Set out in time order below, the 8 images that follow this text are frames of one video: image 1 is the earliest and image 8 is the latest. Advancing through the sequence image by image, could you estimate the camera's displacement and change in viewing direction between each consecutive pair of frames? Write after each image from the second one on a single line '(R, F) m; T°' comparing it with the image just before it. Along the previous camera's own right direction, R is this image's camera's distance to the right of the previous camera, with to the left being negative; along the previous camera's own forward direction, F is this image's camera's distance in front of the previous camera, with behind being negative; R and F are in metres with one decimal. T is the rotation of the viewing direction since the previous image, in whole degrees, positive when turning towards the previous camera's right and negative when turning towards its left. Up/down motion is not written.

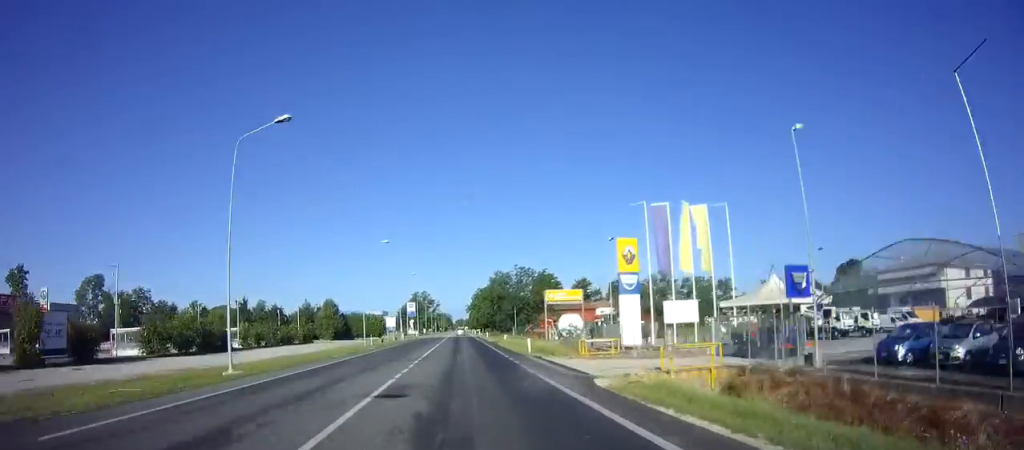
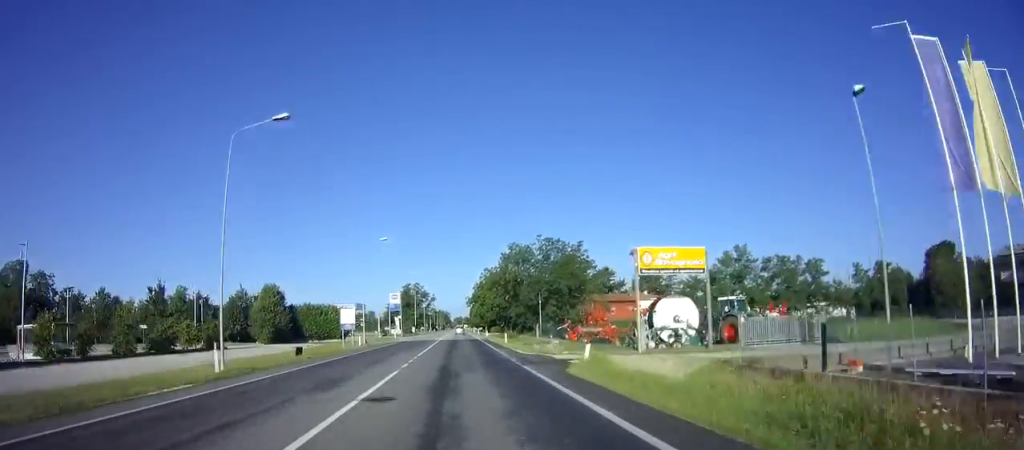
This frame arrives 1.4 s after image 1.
(+0.3, +31.1) m; +1°
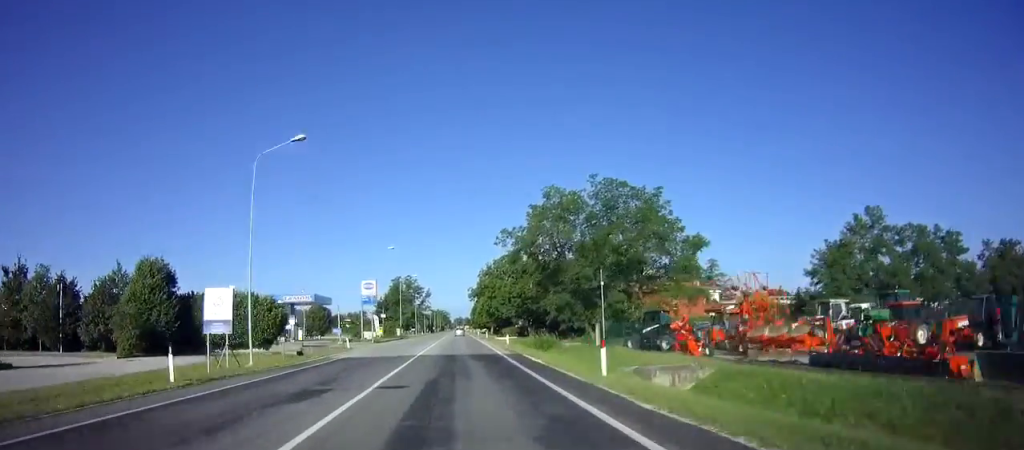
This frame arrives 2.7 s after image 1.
(-0.4, +29.4) m; -1°
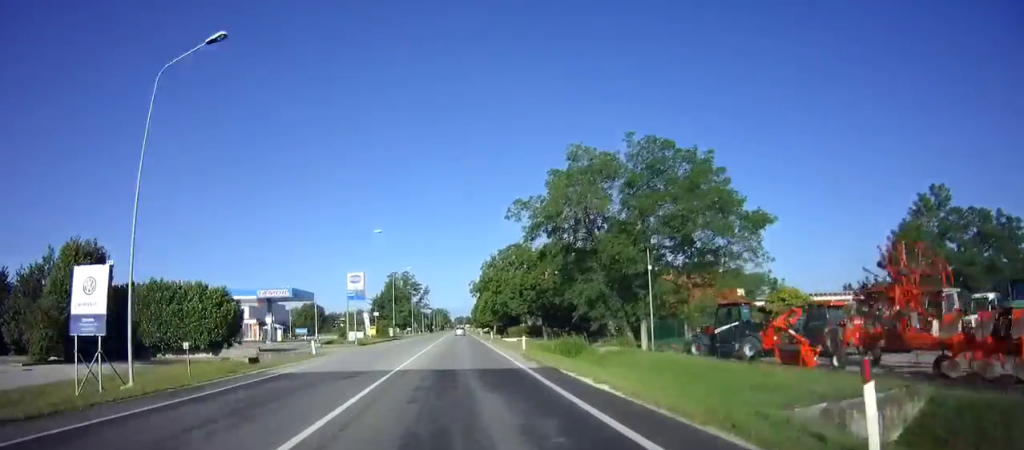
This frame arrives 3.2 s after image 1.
(-0.2, +9.5) m; 0°
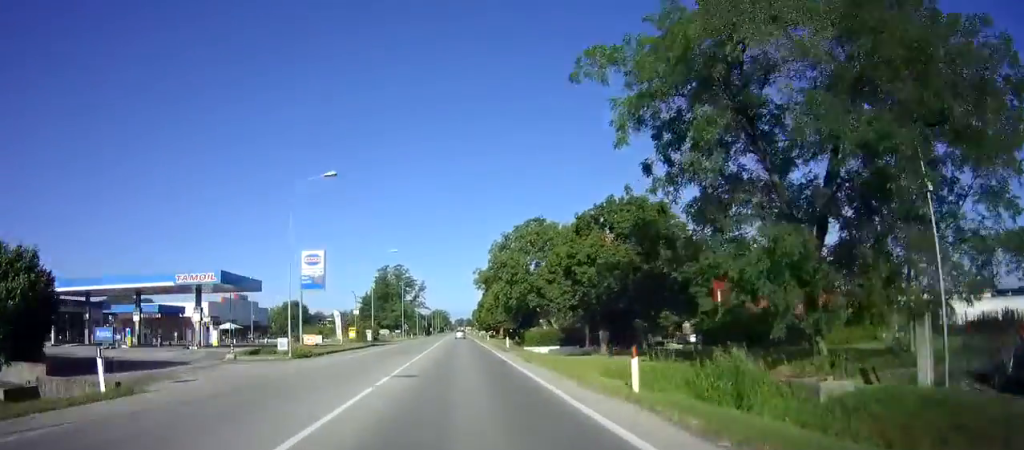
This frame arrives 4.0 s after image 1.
(+0.2, +18.8) m; +1°
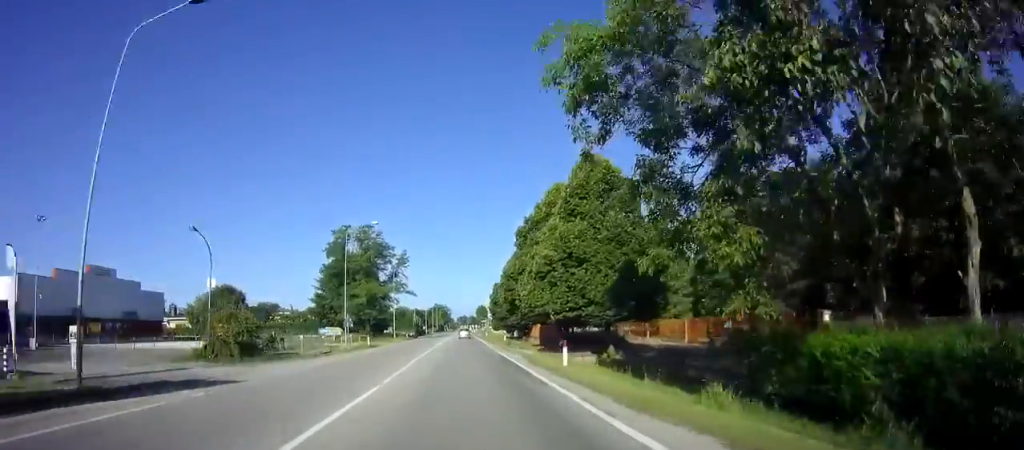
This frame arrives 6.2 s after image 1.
(+0.1, +46.4) m; -1°
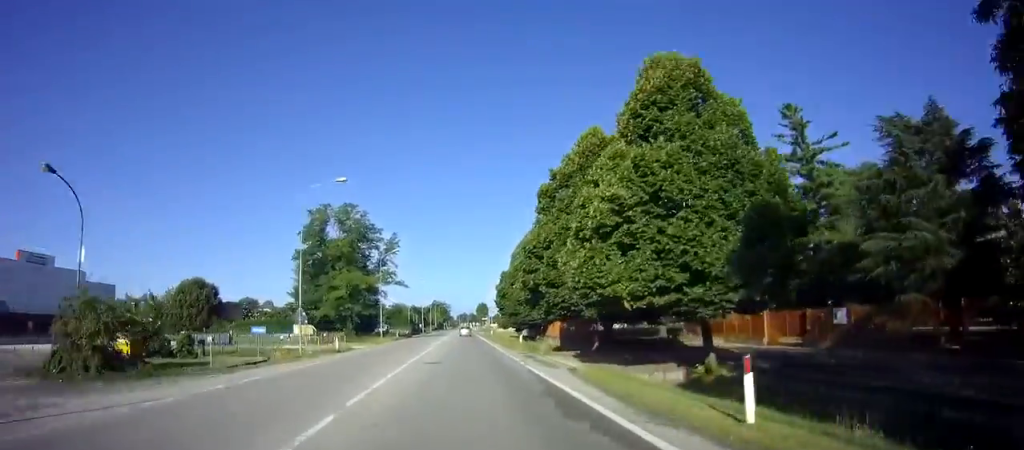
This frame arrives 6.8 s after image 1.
(-0.1, +12.1) m; 0°
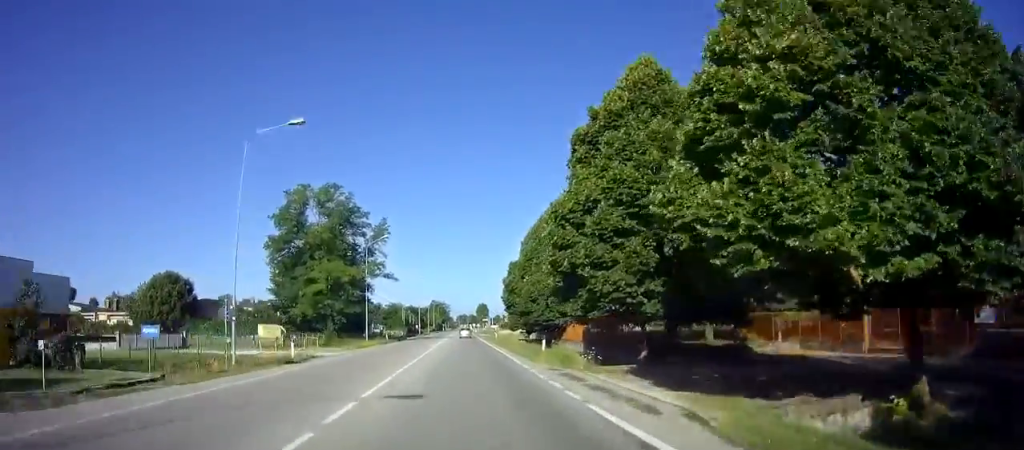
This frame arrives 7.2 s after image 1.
(-0.2, +9.2) m; 0°
